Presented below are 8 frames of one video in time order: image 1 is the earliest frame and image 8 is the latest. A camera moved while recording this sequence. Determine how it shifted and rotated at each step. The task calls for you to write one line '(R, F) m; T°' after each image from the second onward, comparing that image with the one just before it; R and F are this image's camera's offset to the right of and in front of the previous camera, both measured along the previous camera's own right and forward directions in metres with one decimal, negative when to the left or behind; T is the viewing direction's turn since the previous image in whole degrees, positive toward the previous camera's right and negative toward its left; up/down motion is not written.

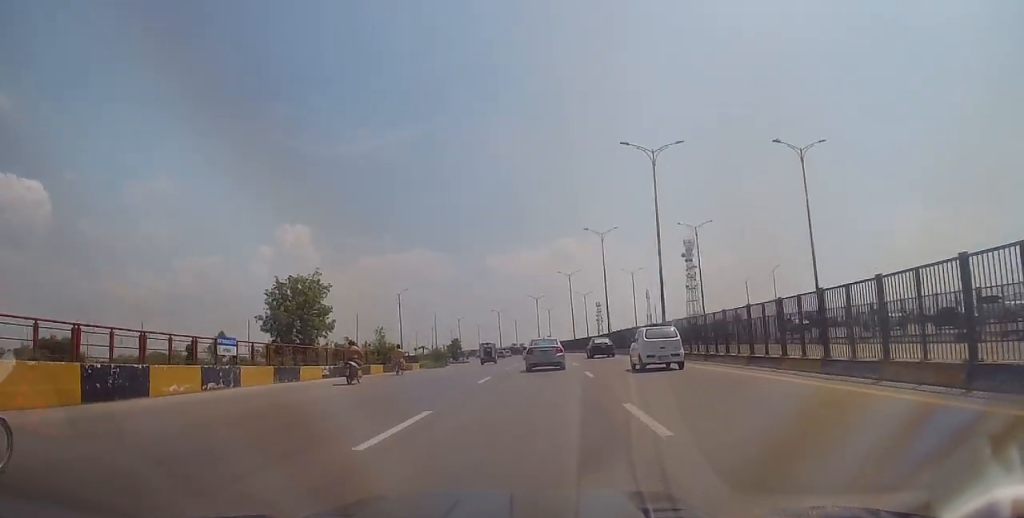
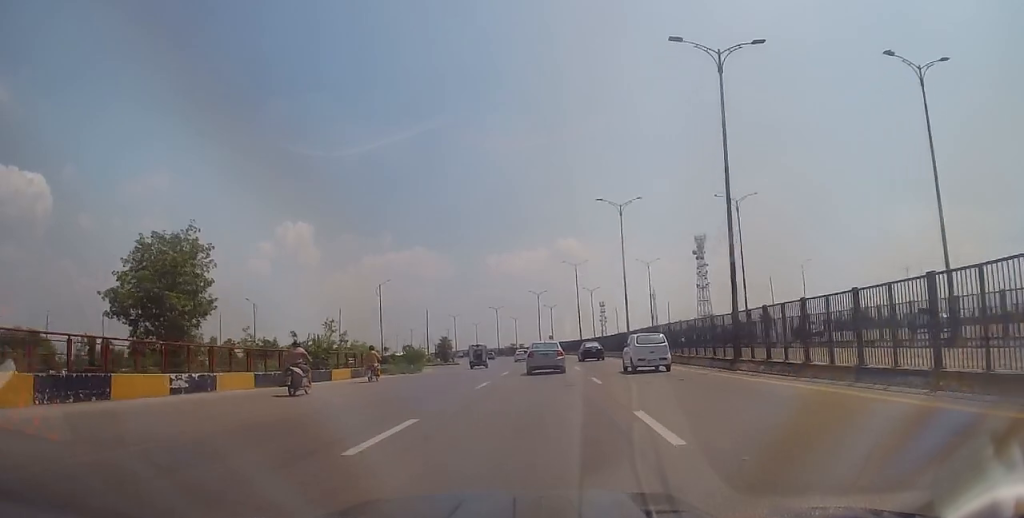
(+0.3, +13.4) m; +1°
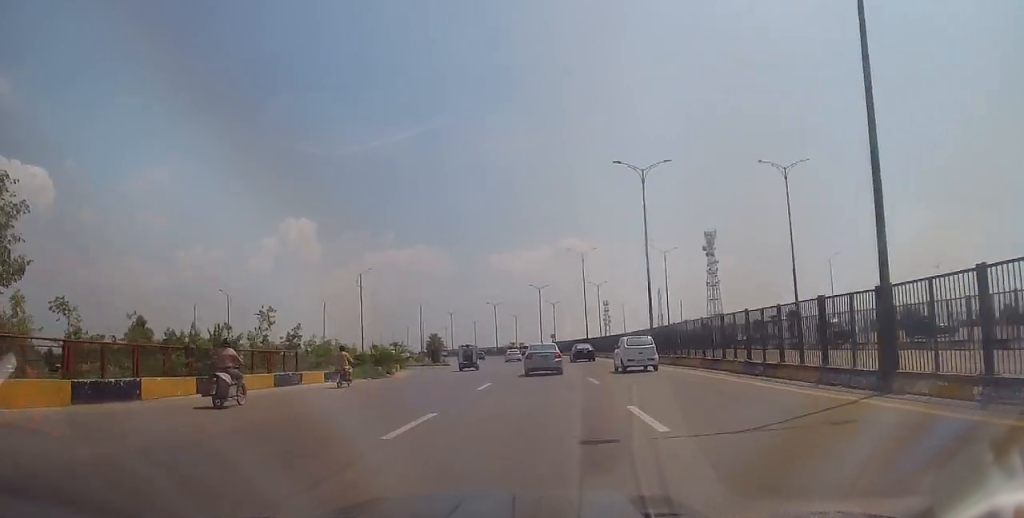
(+0.2, +10.3) m; 0°
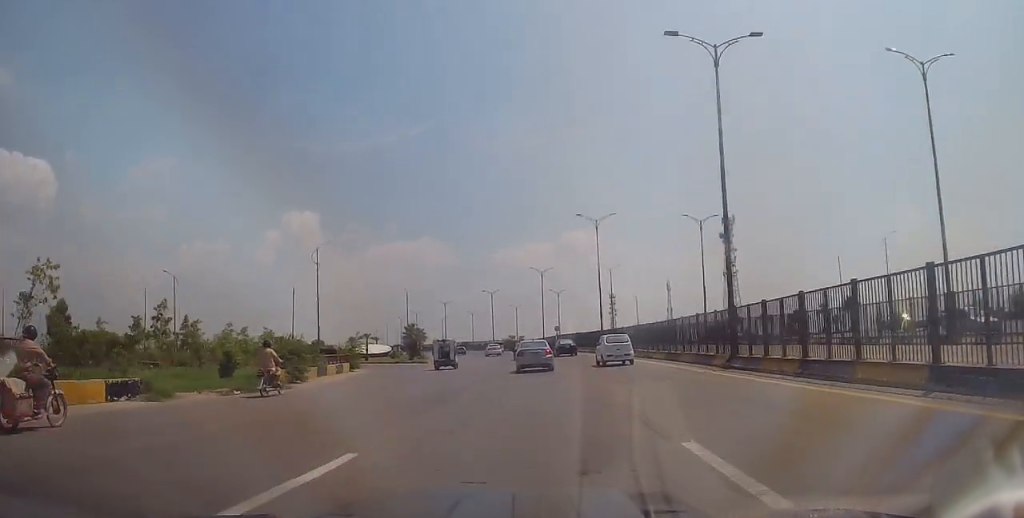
(-0.5, +16.5) m; -2°
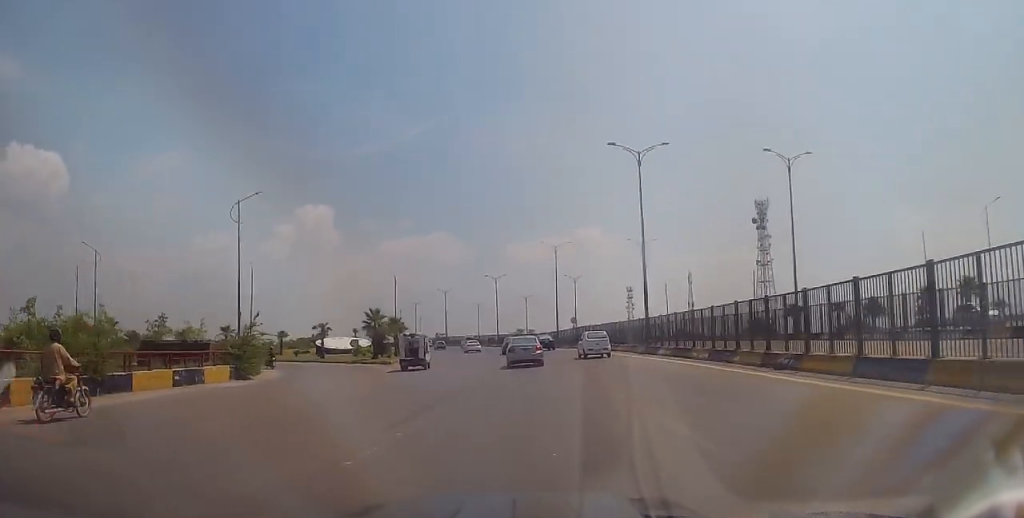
(-0.1, +19.5) m; -1°
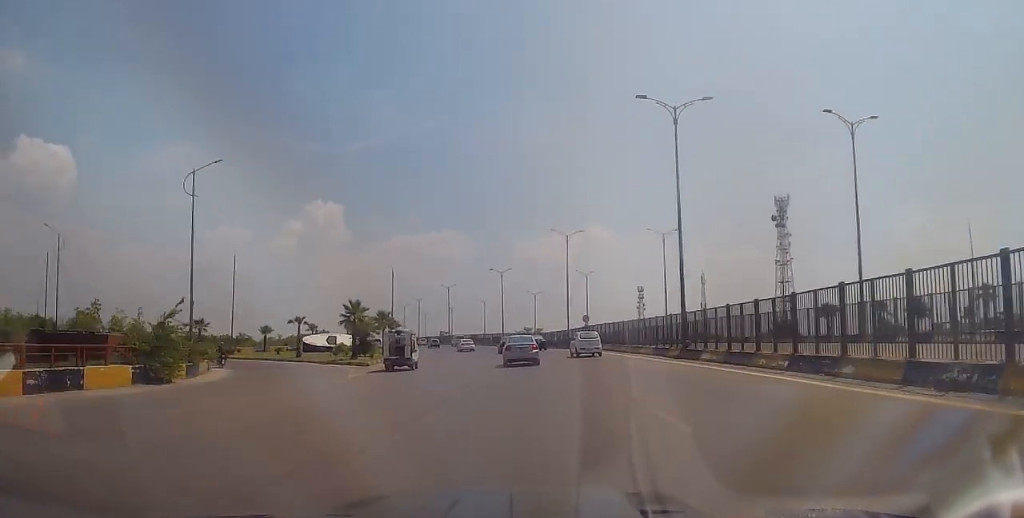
(+0.1, +7.7) m; -1°
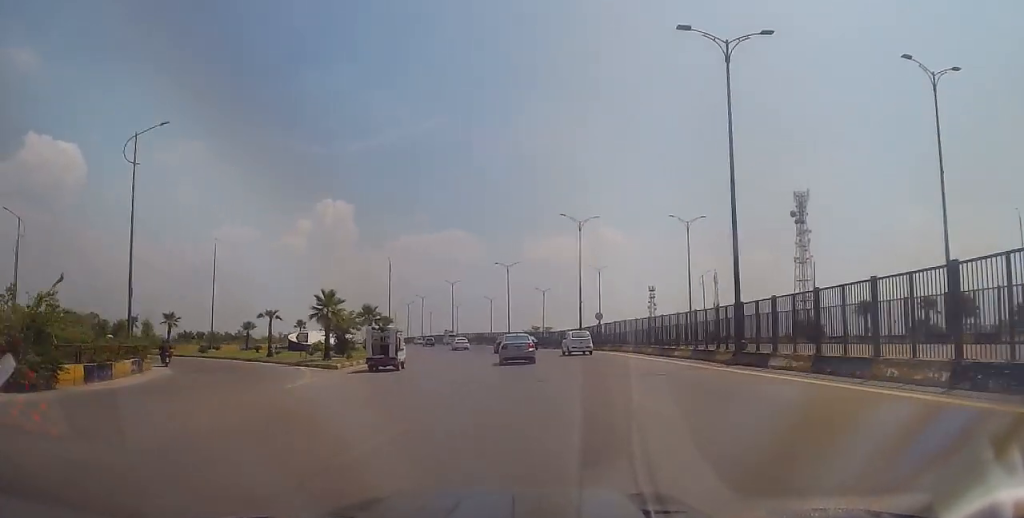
(-0.2, +7.2) m; -1°
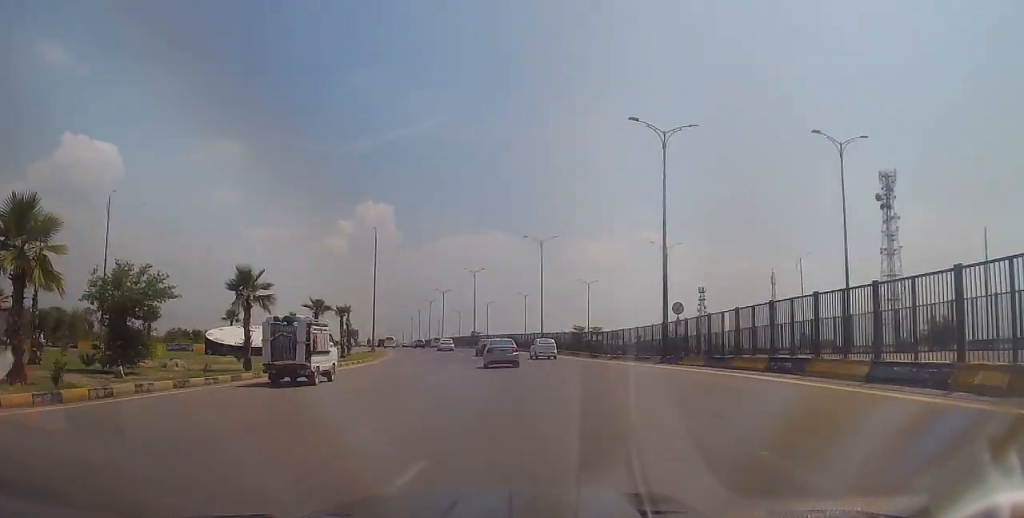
(-0.4, +25.9) m; -3°
